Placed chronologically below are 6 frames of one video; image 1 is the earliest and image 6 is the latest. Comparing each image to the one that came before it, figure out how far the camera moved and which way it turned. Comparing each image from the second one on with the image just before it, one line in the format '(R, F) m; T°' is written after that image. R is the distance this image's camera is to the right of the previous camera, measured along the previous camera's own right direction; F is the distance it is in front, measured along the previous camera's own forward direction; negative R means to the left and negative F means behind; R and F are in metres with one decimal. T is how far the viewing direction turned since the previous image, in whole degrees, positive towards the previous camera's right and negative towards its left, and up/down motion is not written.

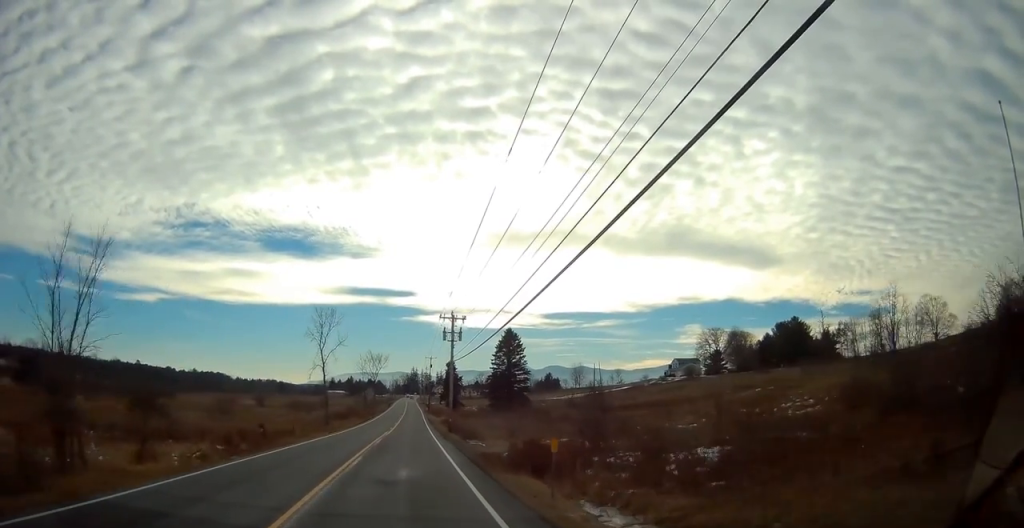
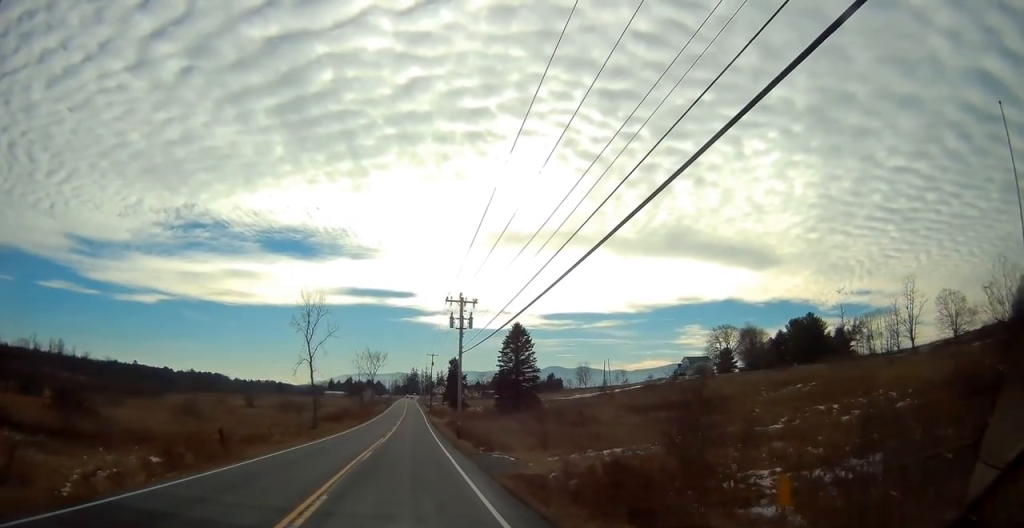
(+0.1, +8.7) m; 0°
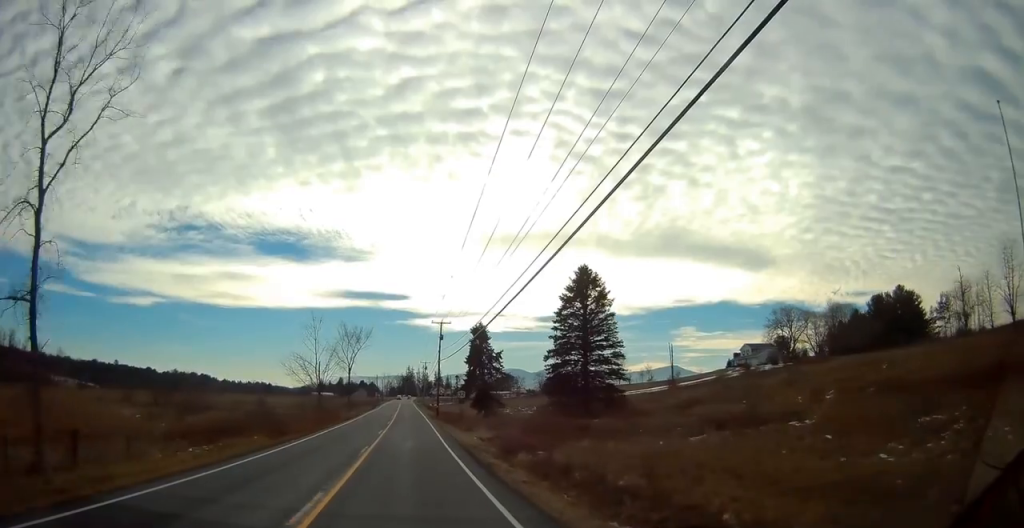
(+0.1, +44.8) m; 0°
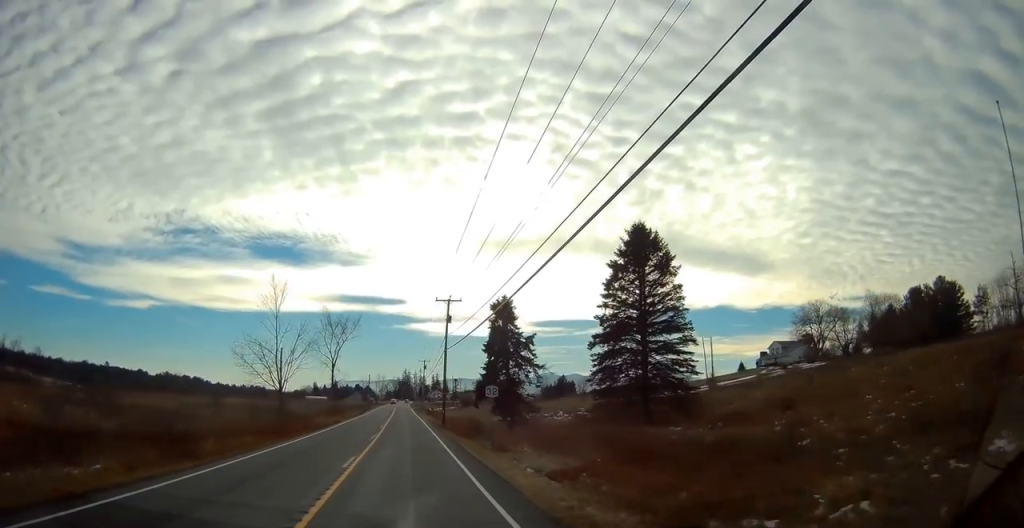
(+0.1, +17.4) m; +1°
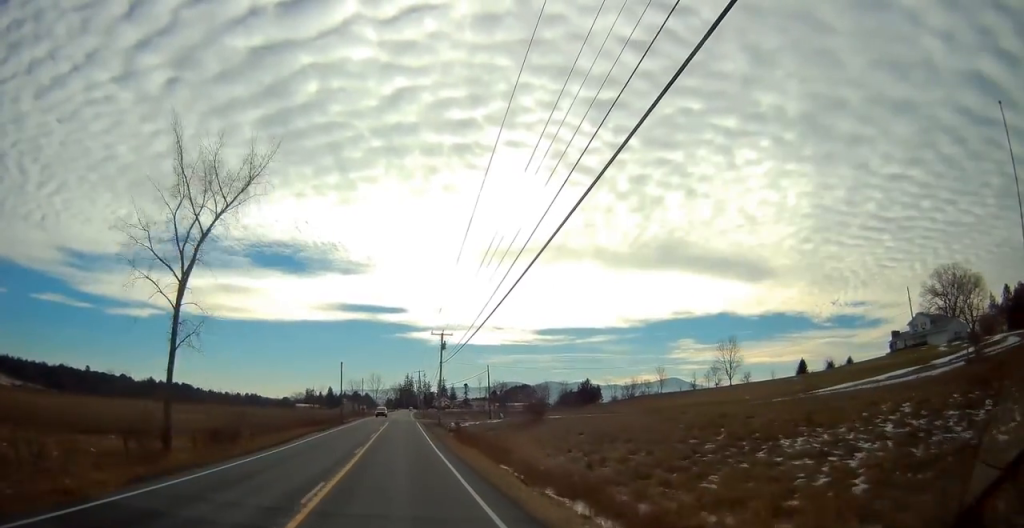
(+0.1, +55.3) m; -1°
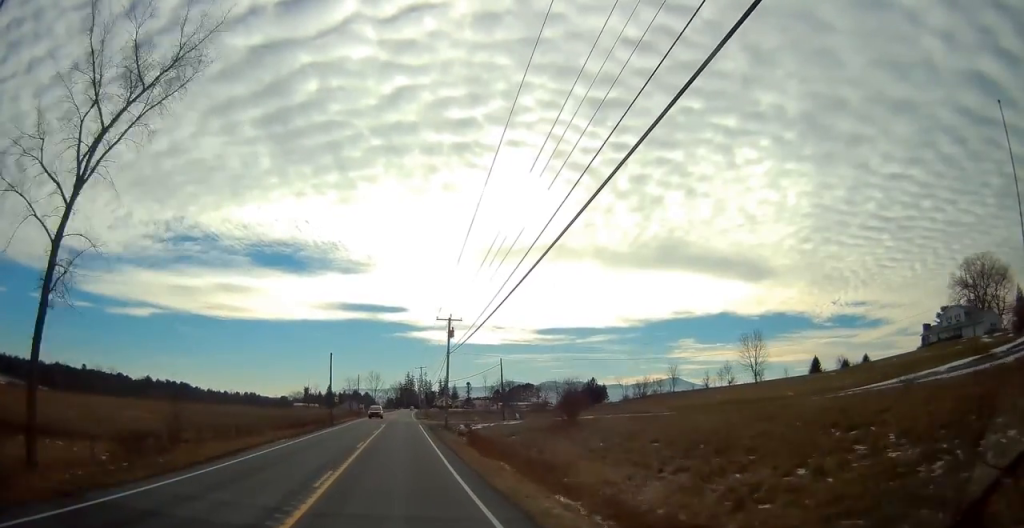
(0.0, +10.3) m; 0°
